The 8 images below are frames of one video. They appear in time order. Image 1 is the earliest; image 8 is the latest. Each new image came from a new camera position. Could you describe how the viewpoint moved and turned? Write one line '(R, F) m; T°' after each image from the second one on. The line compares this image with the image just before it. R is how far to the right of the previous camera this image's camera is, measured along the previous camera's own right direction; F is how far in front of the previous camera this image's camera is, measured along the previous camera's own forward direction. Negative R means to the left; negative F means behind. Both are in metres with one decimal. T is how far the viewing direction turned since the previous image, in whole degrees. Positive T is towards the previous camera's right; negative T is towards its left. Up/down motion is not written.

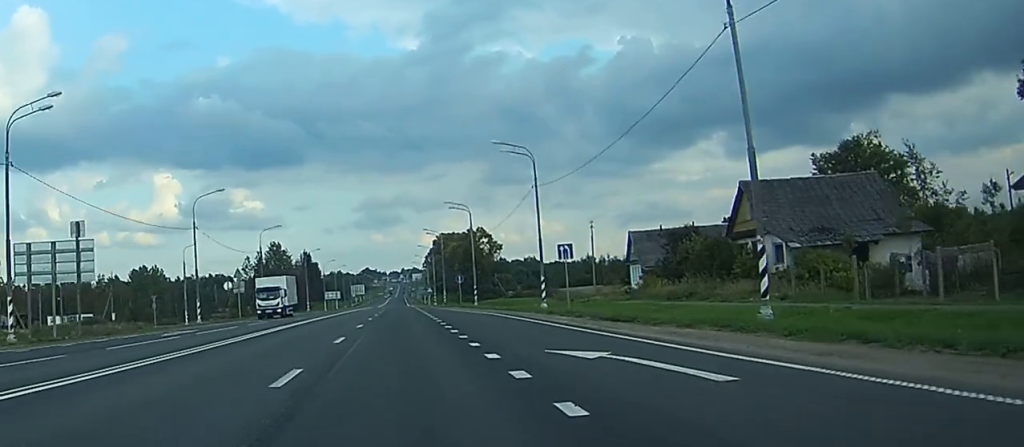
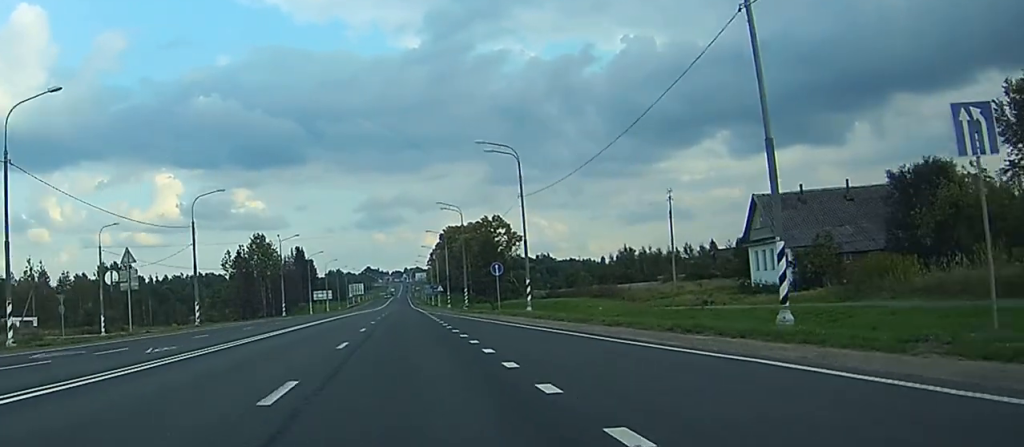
(+0.7, +38.7) m; +1°
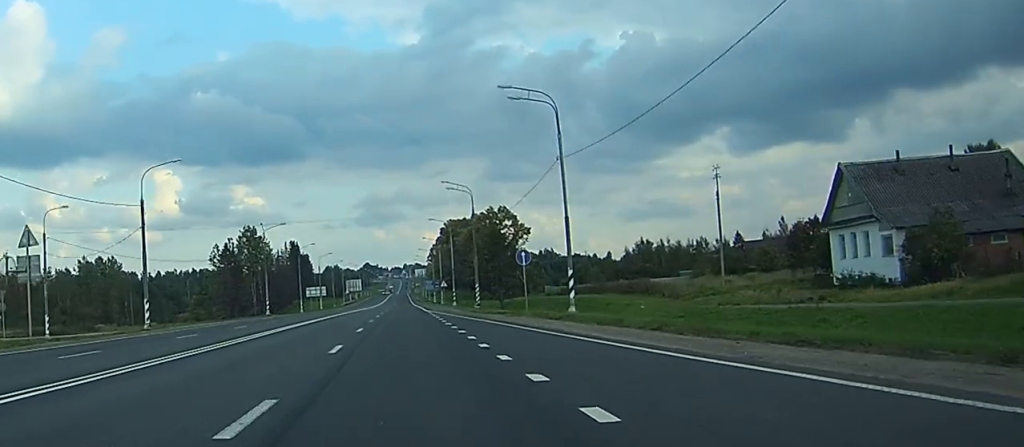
(0.0, +14.7) m; 0°
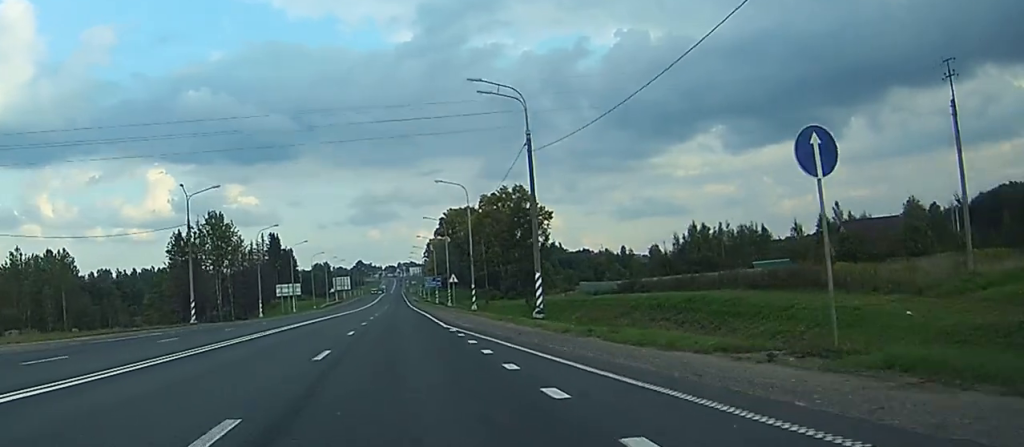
(+0.1, +37.8) m; 0°
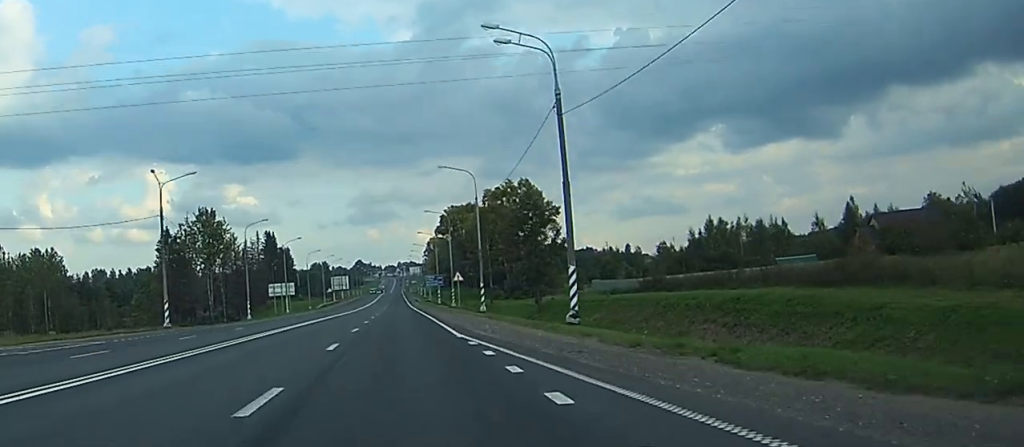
(0.0, +8.4) m; 0°
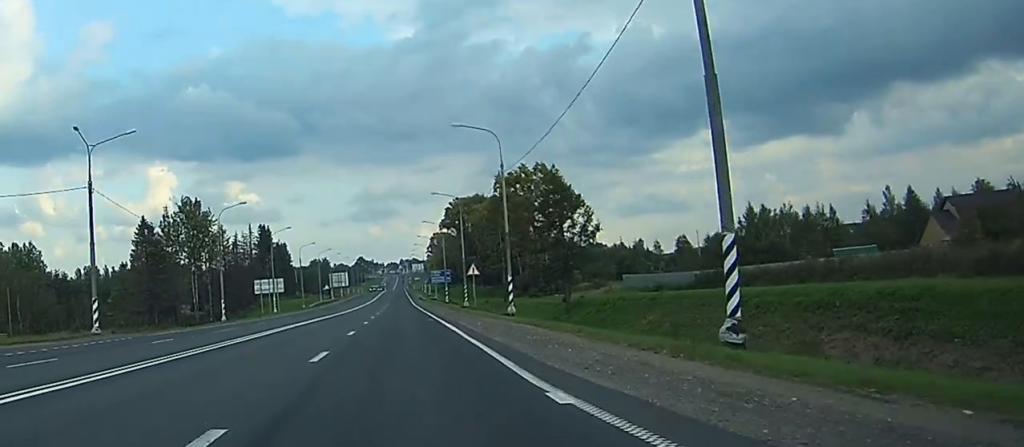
(+0.1, +16.1) m; 0°
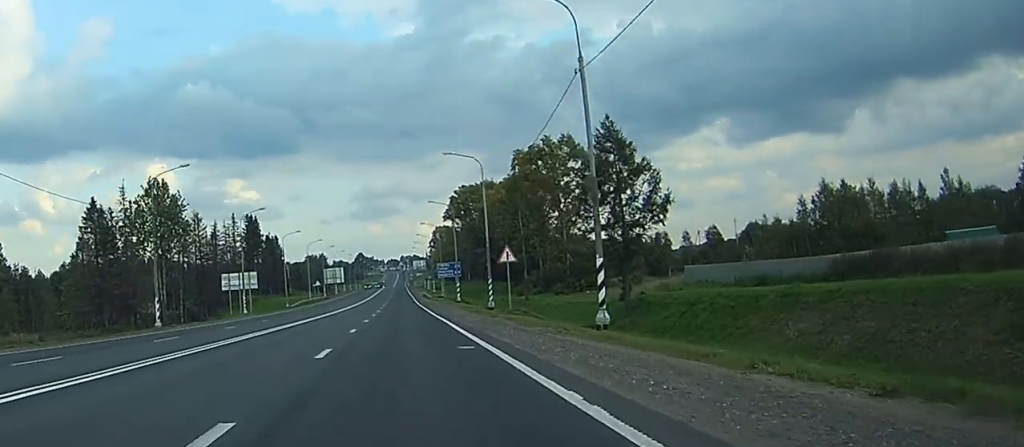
(-0.1, +23.8) m; 0°
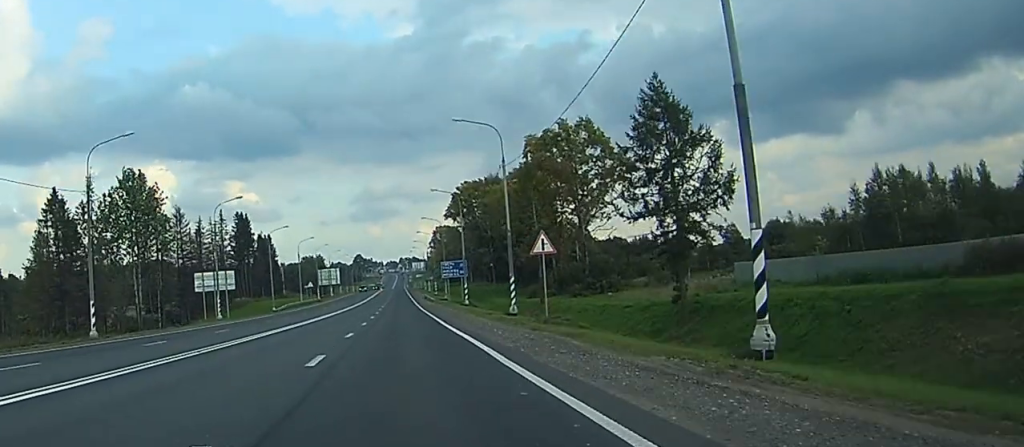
(0.0, +13.2) m; 0°
